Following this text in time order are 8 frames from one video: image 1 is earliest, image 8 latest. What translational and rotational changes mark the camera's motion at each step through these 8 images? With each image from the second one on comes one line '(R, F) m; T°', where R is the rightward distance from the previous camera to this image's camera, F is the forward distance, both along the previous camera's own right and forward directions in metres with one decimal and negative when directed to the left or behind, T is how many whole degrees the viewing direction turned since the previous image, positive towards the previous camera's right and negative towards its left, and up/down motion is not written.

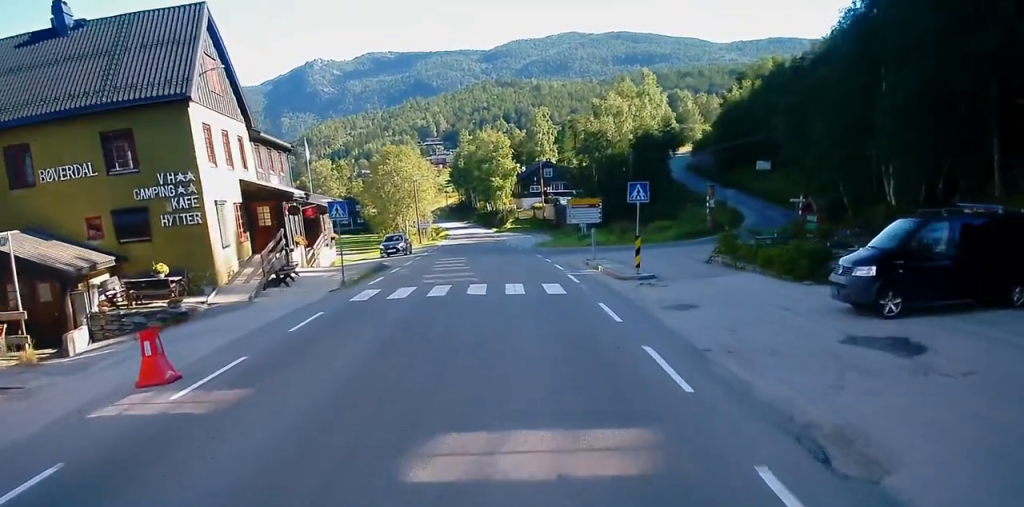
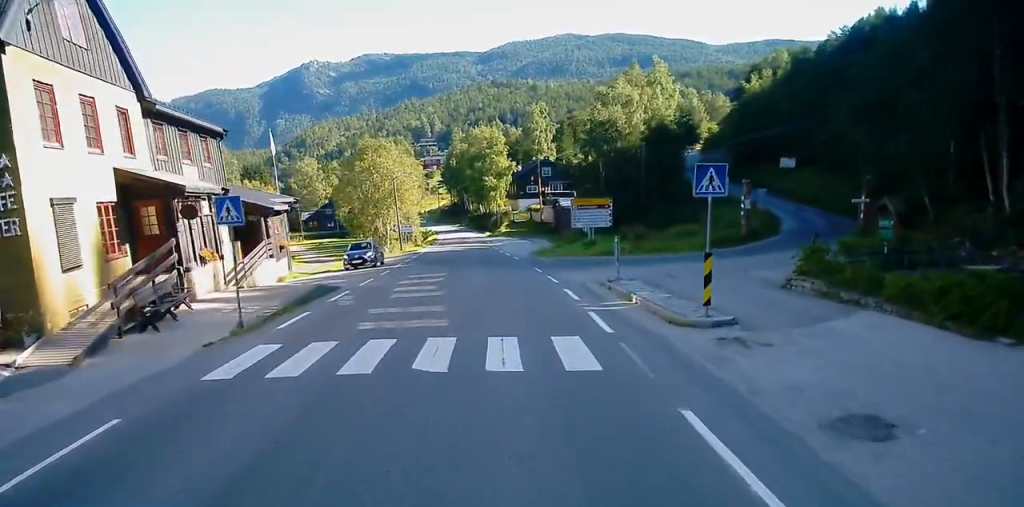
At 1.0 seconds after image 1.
(+0.3, +9.9) m; +2°
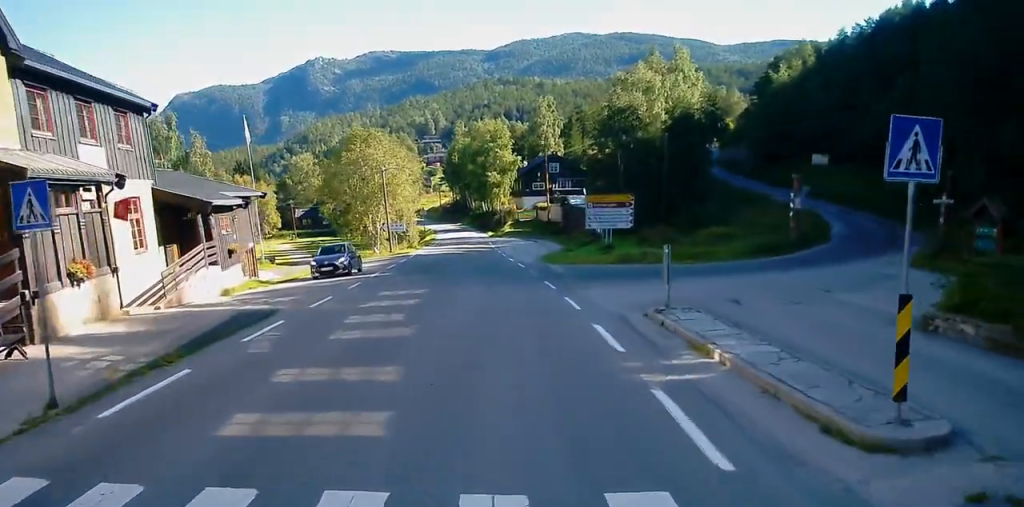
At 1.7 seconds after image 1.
(+0.1, +7.8) m; +1°
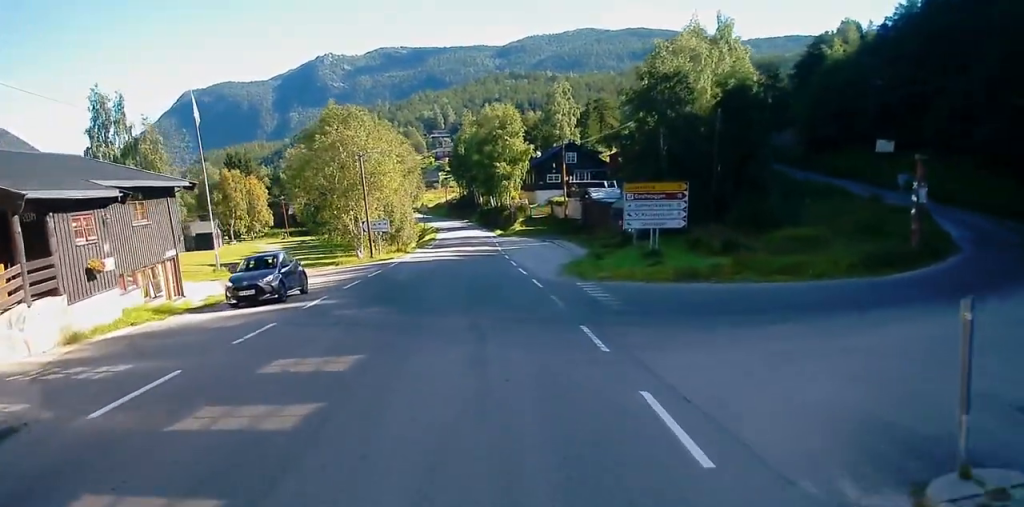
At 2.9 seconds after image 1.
(0.0, +12.0) m; -2°
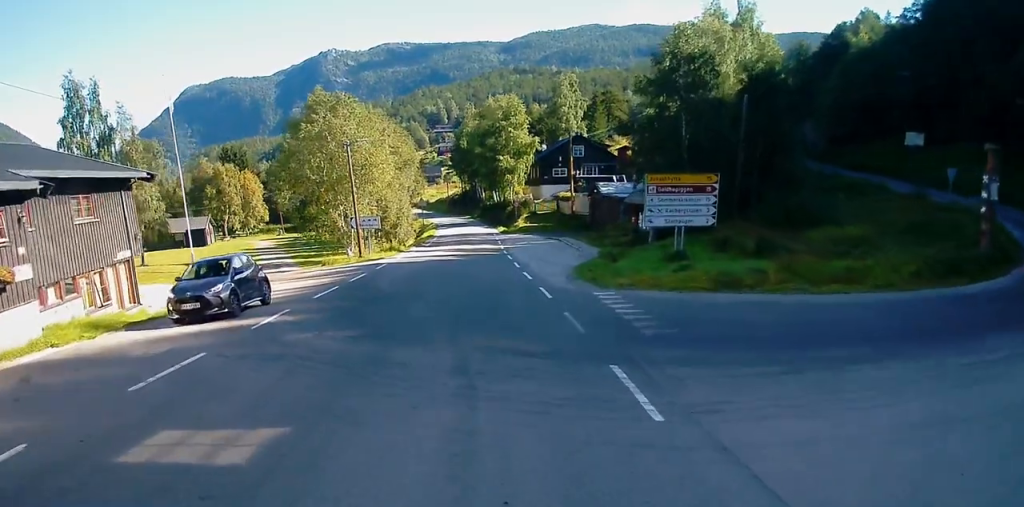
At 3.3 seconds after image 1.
(+0.1, +4.6) m; -1°
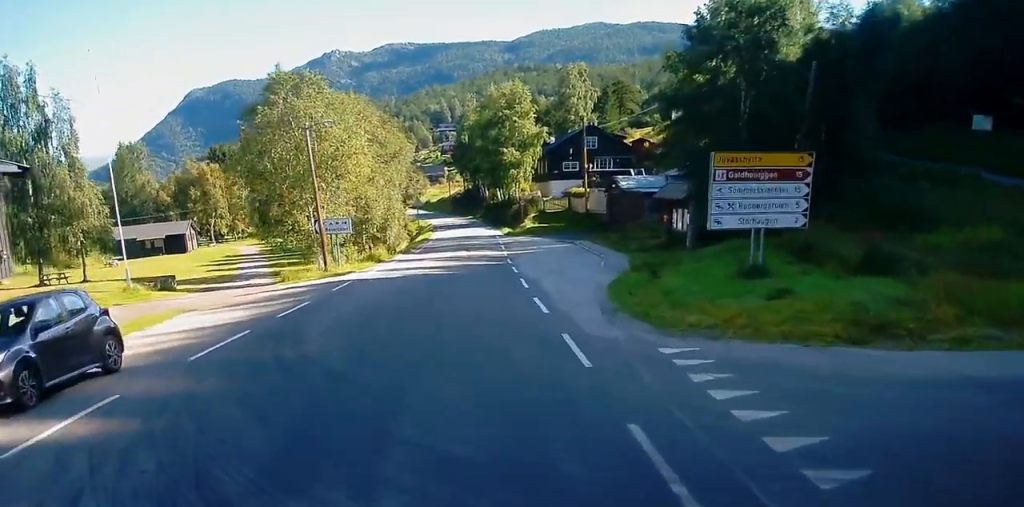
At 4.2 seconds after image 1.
(-0.6, +9.5) m; 0°
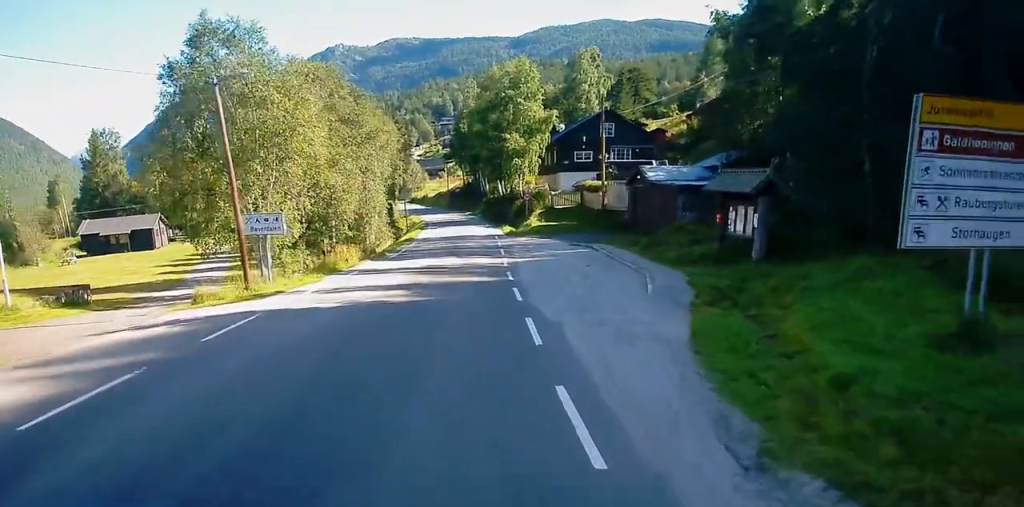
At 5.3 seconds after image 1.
(+0.6, +10.9) m; +2°
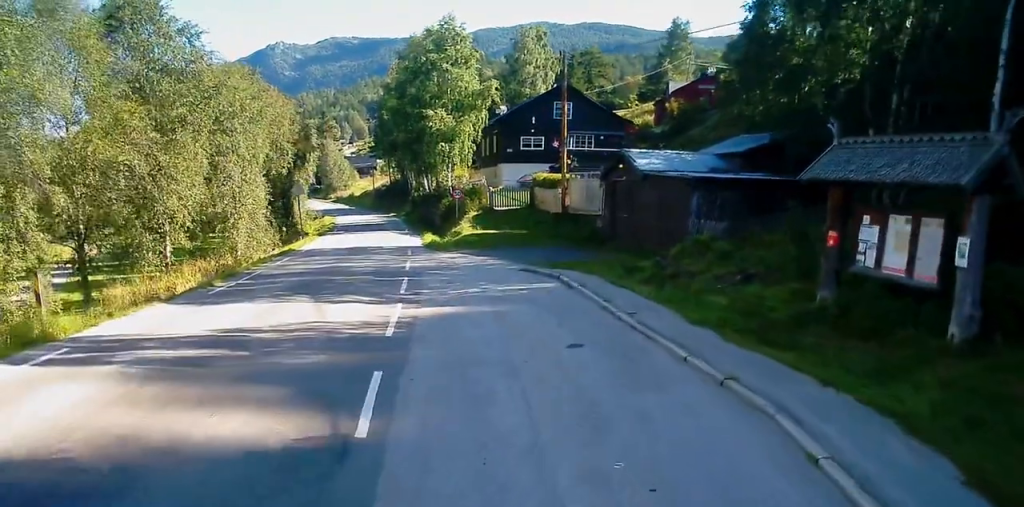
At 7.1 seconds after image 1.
(+0.3, +16.6) m; +3°
